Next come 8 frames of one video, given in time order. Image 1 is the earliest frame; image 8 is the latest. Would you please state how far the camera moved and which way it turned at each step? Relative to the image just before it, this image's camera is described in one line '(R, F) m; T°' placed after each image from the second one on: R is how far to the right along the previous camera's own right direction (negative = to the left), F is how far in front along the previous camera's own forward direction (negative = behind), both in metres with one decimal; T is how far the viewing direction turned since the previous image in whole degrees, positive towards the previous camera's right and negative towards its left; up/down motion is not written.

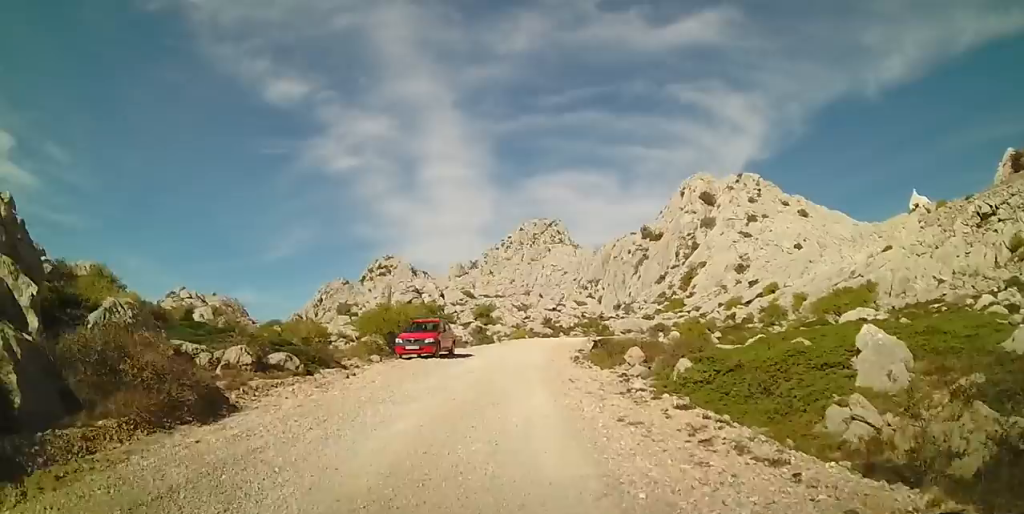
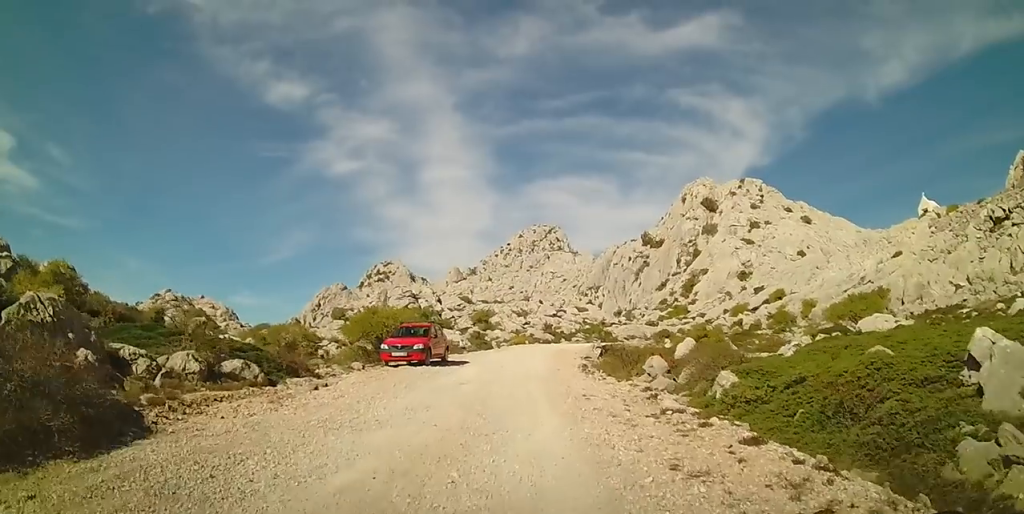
(+0.1, +2.5) m; +1°
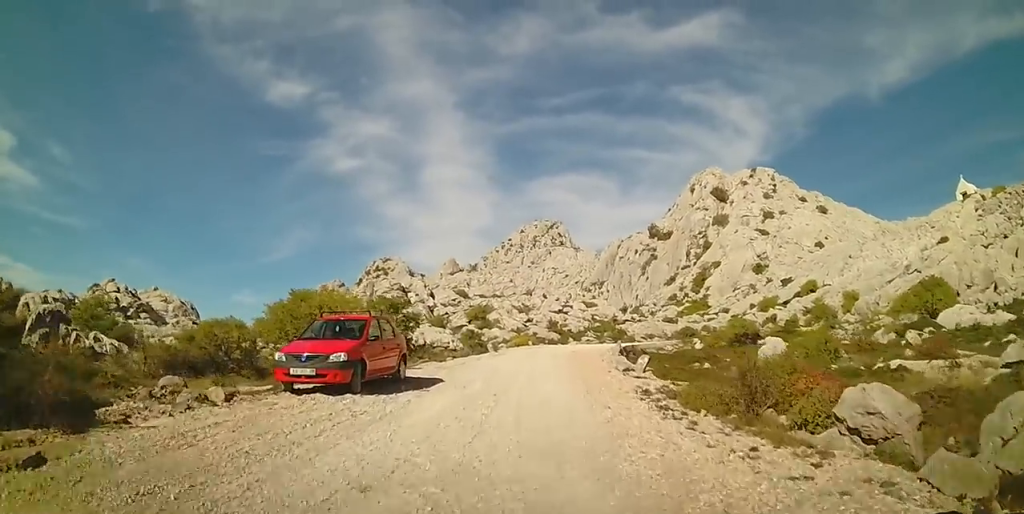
(+0.1, +9.4) m; 0°
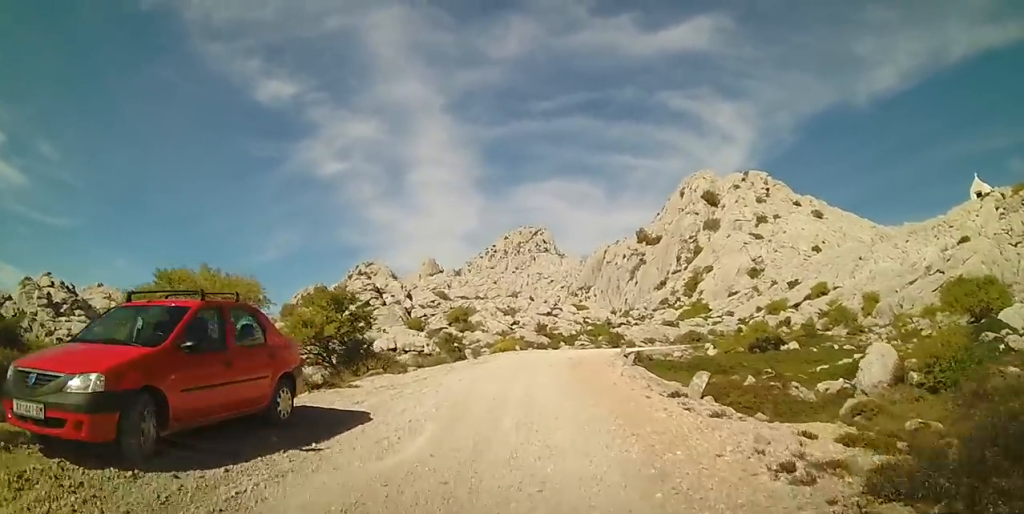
(0.0, +6.7) m; +3°
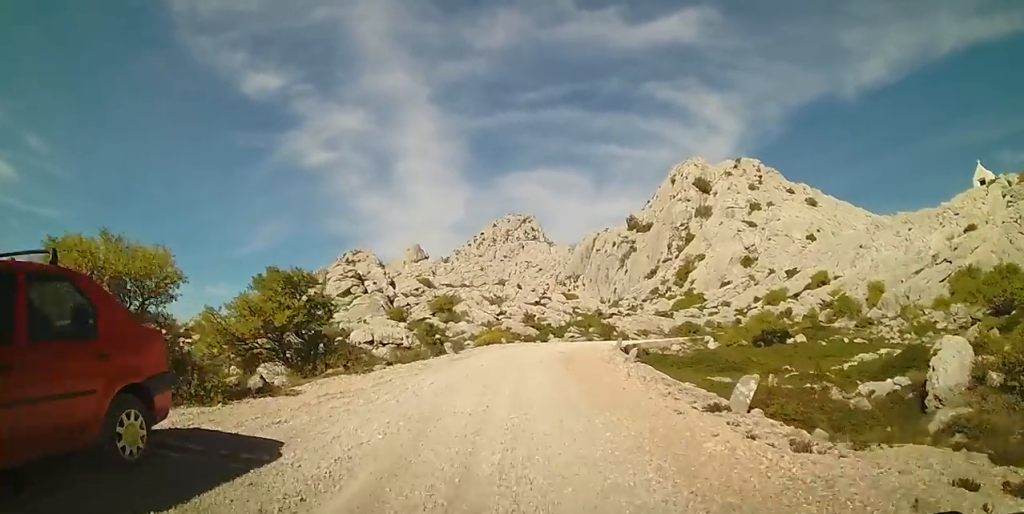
(-0.1, +3.0) m; +3°
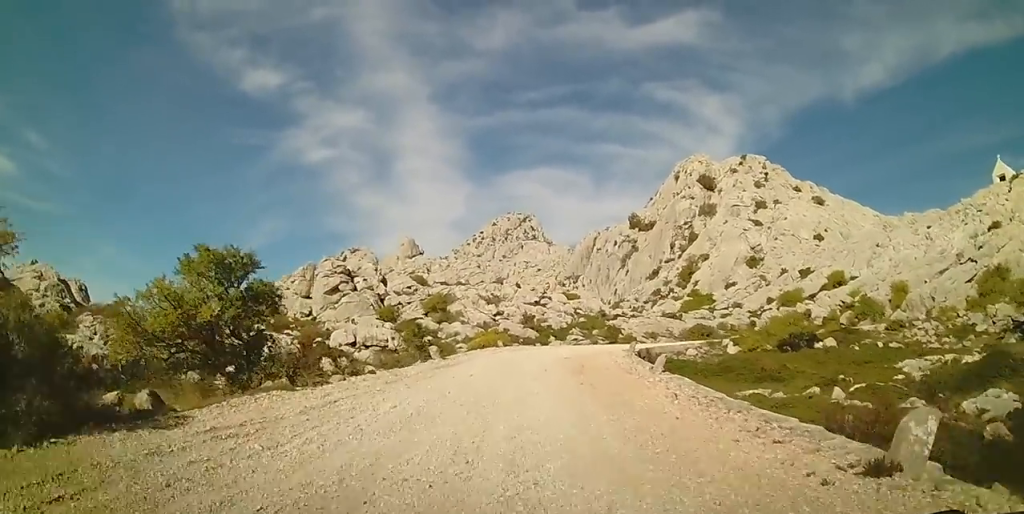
(+0.4, +3.9) m; +5°
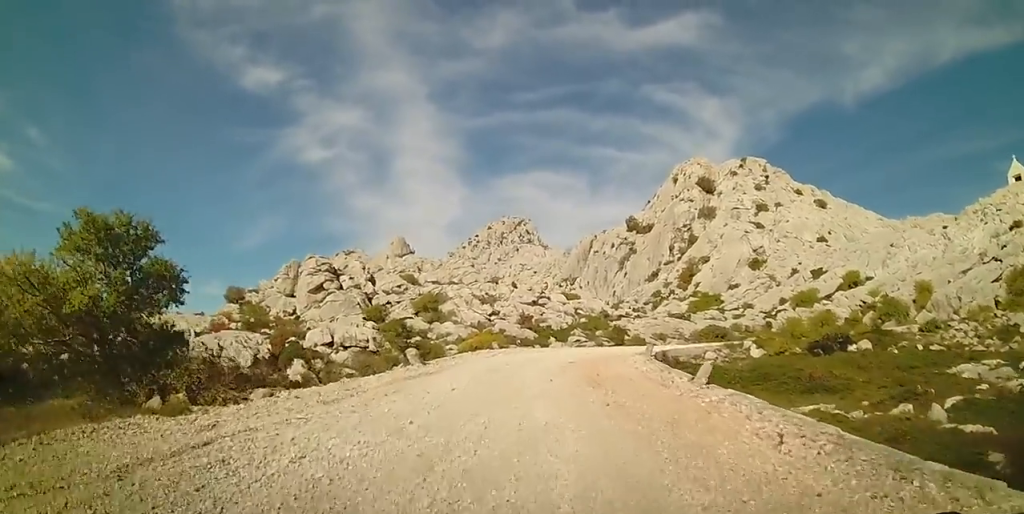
(+0.1, +3.9) m; +1°
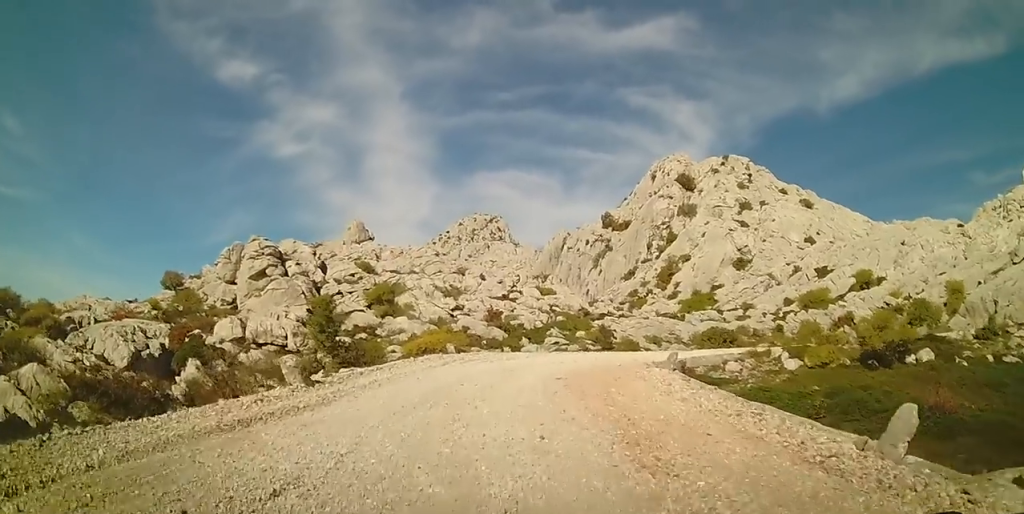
(0.0, +7.1) m; 0°
